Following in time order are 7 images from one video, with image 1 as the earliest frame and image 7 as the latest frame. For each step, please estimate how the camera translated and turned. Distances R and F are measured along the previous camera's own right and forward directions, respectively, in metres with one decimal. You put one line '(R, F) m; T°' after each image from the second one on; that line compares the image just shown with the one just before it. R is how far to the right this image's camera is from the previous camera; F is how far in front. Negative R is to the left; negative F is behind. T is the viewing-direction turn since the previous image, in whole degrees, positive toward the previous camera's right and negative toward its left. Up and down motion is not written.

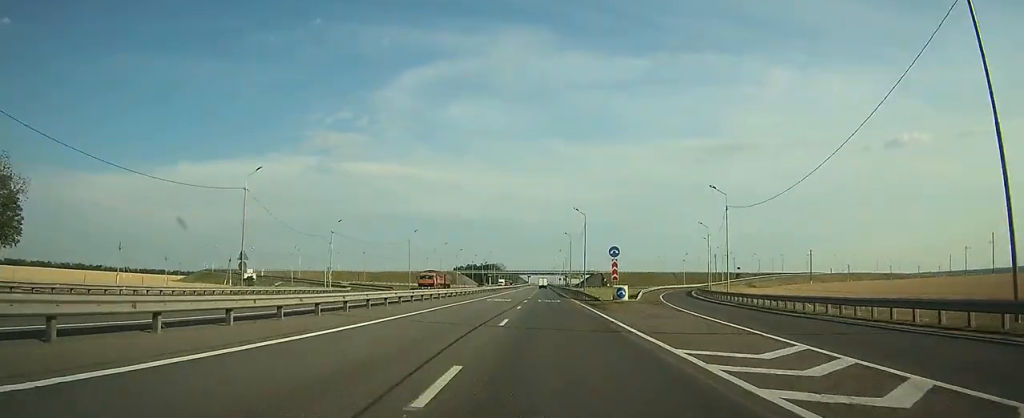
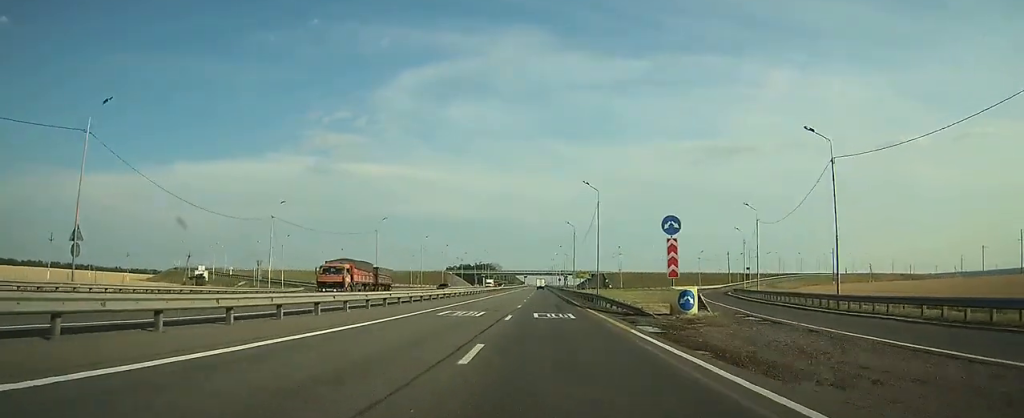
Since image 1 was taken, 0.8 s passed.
(0.0, +20.9) m; 0°
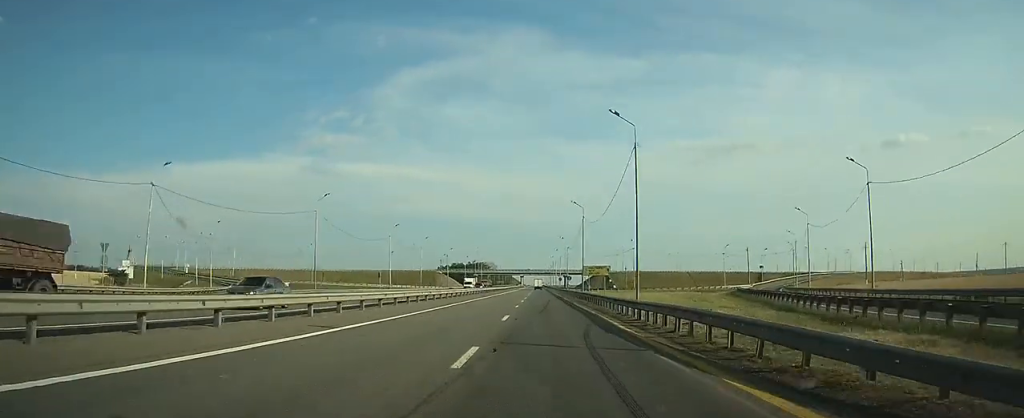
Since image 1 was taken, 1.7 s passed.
(+0.1, +24.6) m; 0°
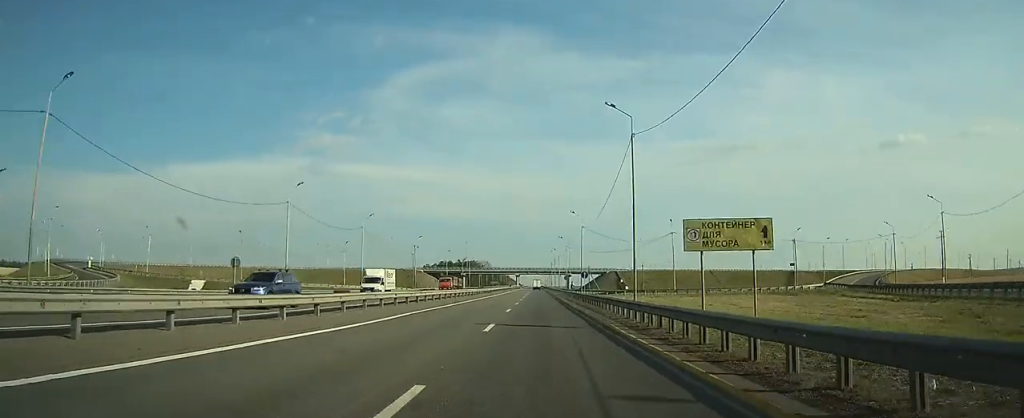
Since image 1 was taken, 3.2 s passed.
(+0.2, +40.9) m; 0°
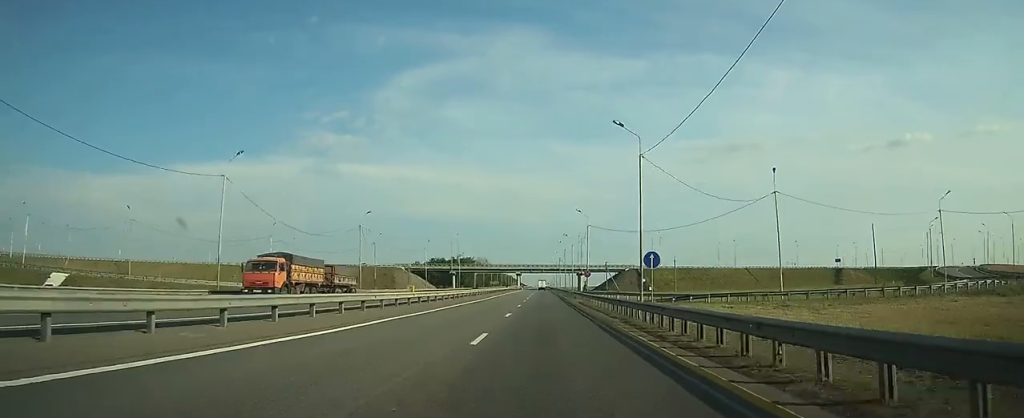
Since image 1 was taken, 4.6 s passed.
(0.0, +40.0) m; 0°
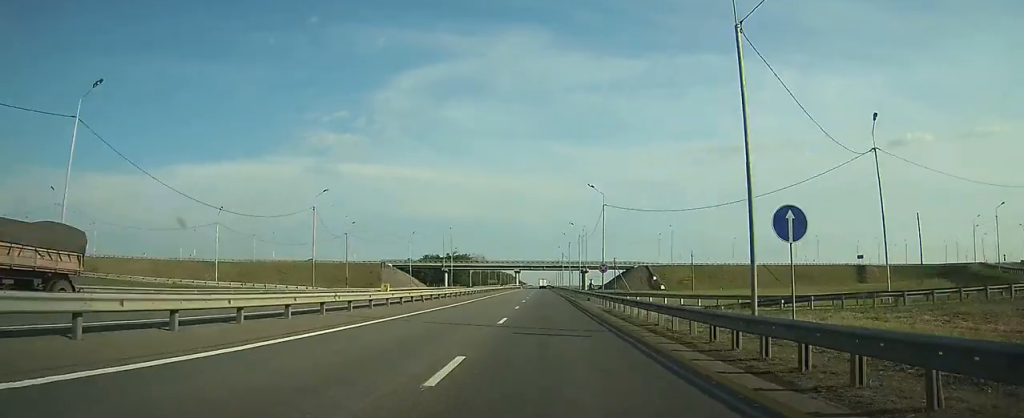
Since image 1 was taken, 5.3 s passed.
(0.0, +17.3) m; 0°
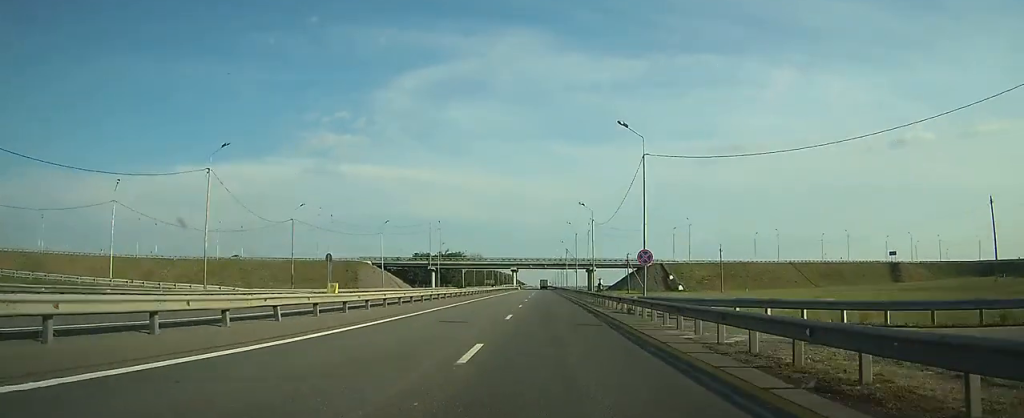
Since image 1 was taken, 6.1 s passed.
(0.0, +21.9) m; 0°
